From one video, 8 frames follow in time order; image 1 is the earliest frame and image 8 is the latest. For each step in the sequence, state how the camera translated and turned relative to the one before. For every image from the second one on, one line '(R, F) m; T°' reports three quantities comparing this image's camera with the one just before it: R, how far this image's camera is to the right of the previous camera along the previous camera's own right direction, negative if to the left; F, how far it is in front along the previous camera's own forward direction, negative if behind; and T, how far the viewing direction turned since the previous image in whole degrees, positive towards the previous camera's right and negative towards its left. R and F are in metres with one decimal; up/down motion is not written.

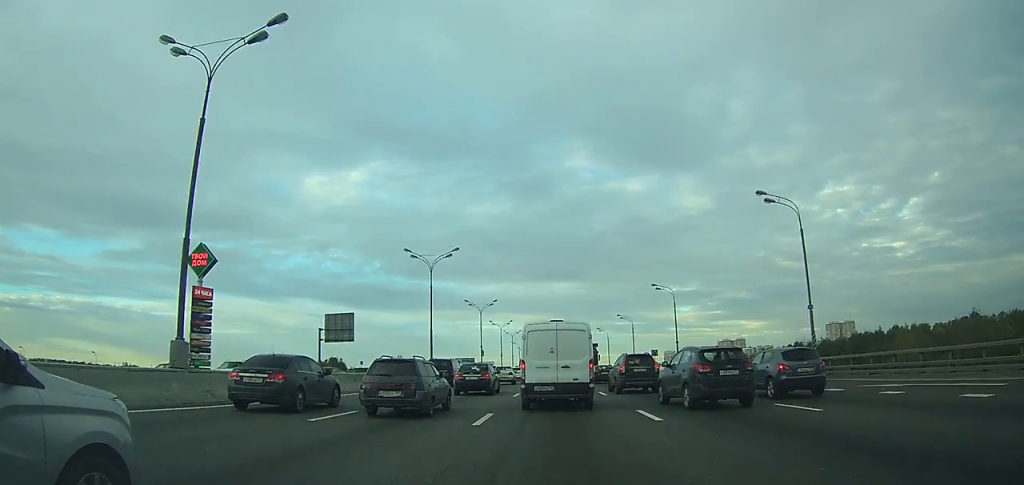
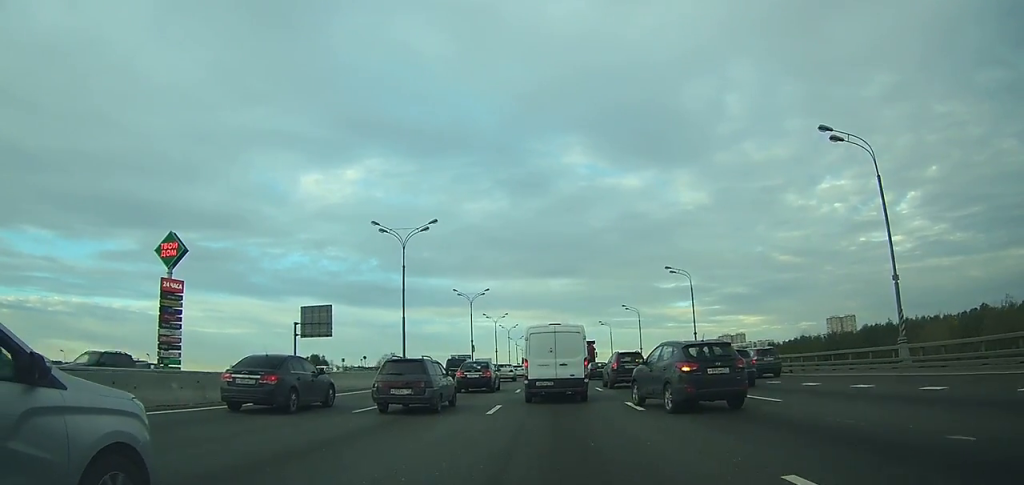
(-0.1, +10.2) m; 0°
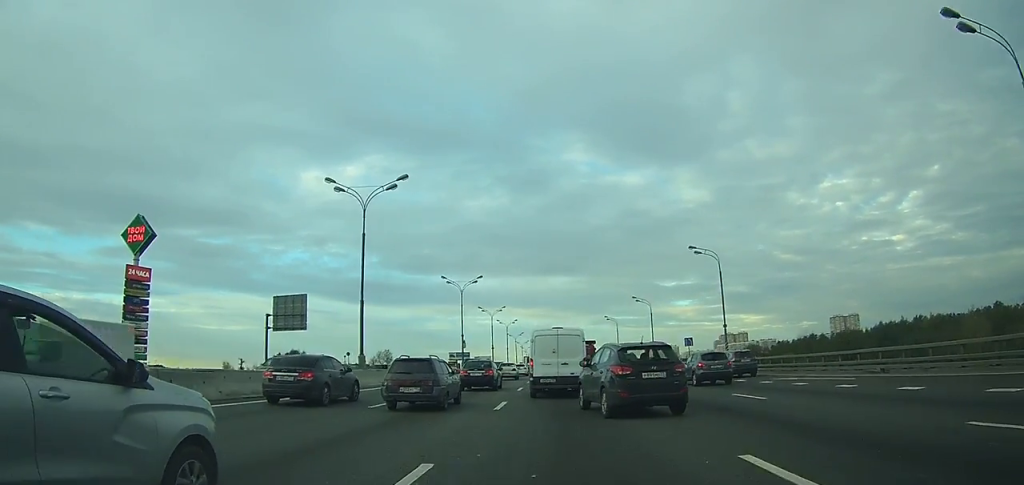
(0.0, +10.5) m; +1°
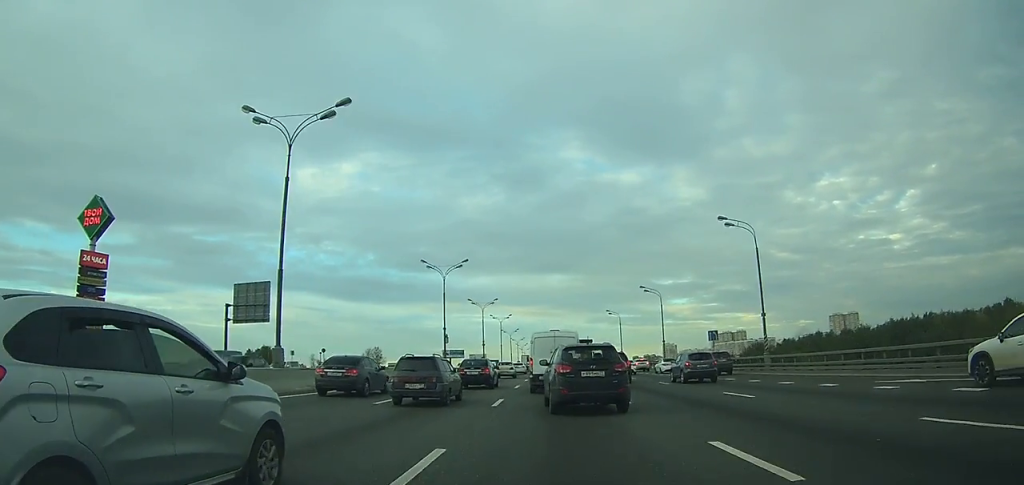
(+0.1, +10.4) m; 0°
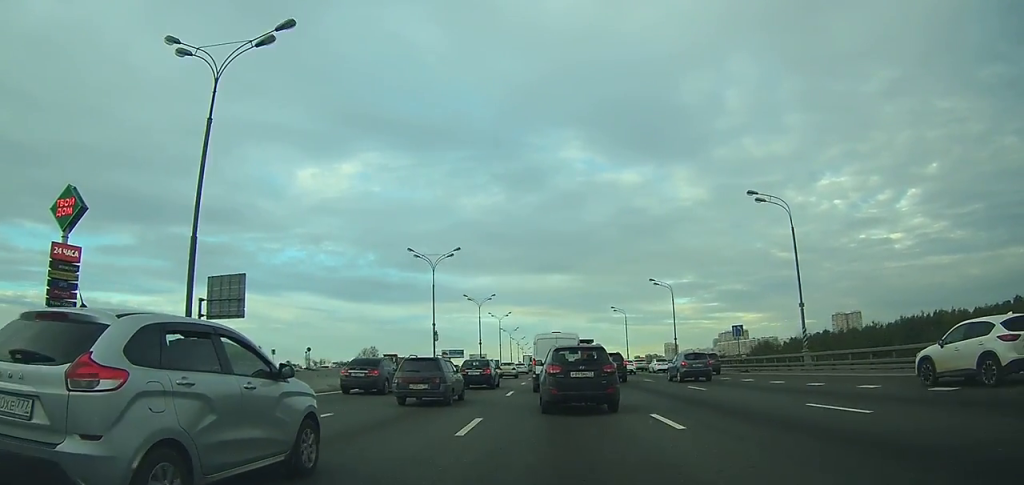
(0.0, +6.4) m; 0°
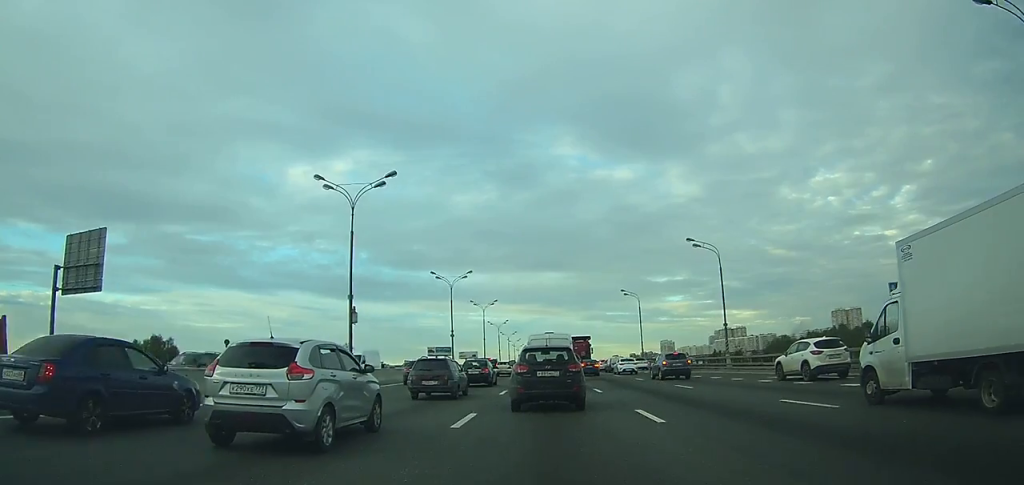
(-0.1, +23.1) m; -1°
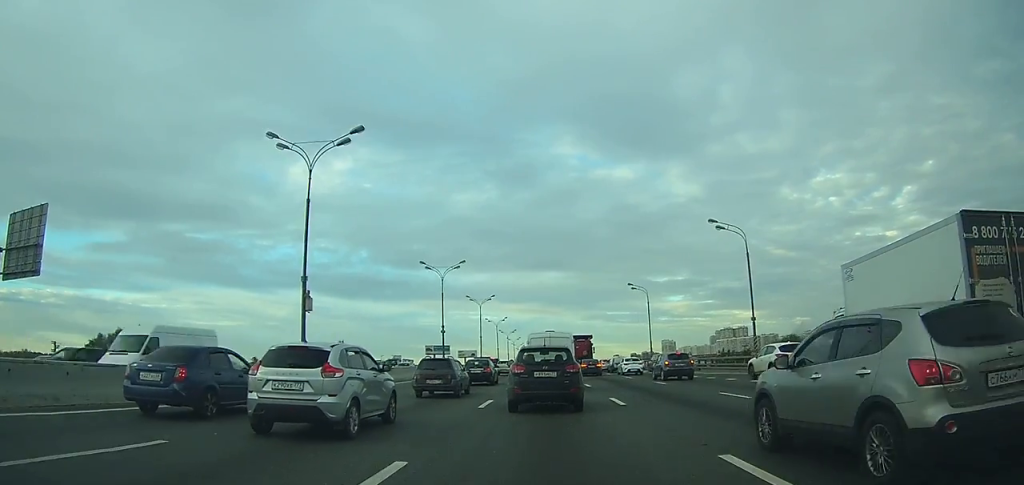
(0.0, +7.2) m; -1°
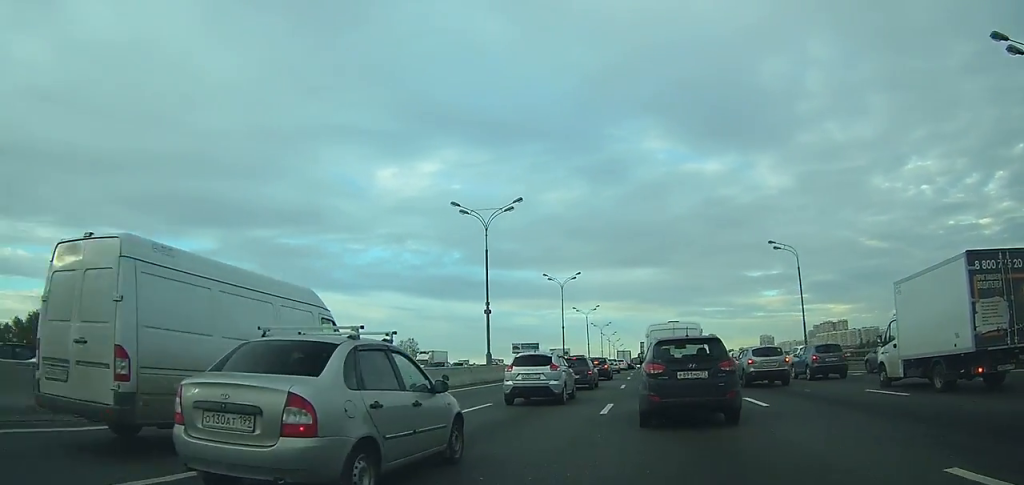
(-1.2, +27.9) m; -5°
